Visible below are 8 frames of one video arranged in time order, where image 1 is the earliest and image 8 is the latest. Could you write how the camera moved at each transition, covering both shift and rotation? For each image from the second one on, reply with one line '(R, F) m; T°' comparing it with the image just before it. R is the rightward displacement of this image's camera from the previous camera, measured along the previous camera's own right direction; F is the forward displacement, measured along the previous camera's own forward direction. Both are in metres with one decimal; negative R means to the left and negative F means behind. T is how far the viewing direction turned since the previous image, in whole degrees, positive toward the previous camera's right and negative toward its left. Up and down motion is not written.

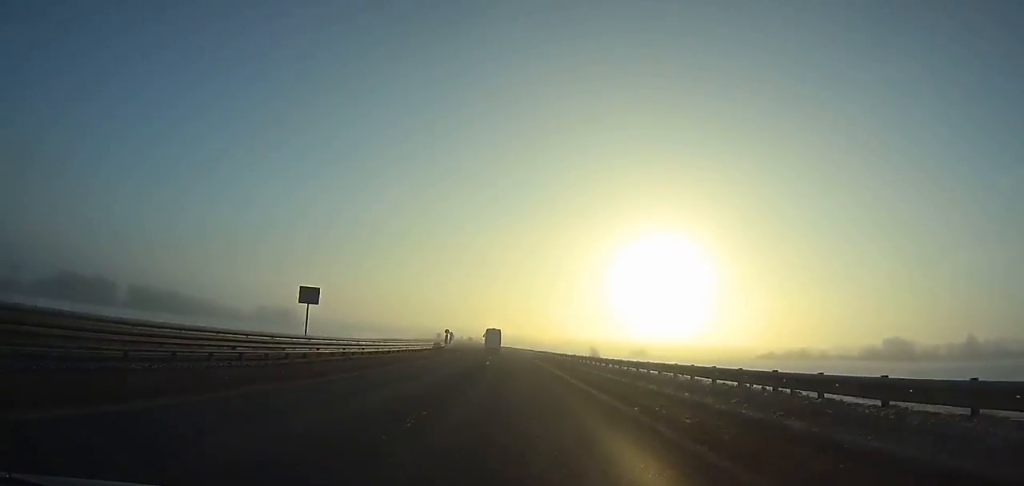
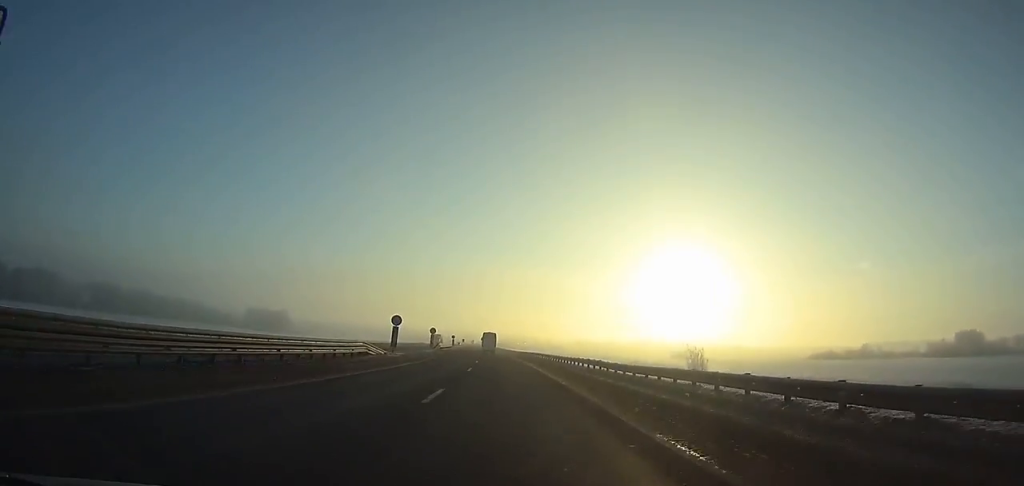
(-1.5, +58.8) m; -3°
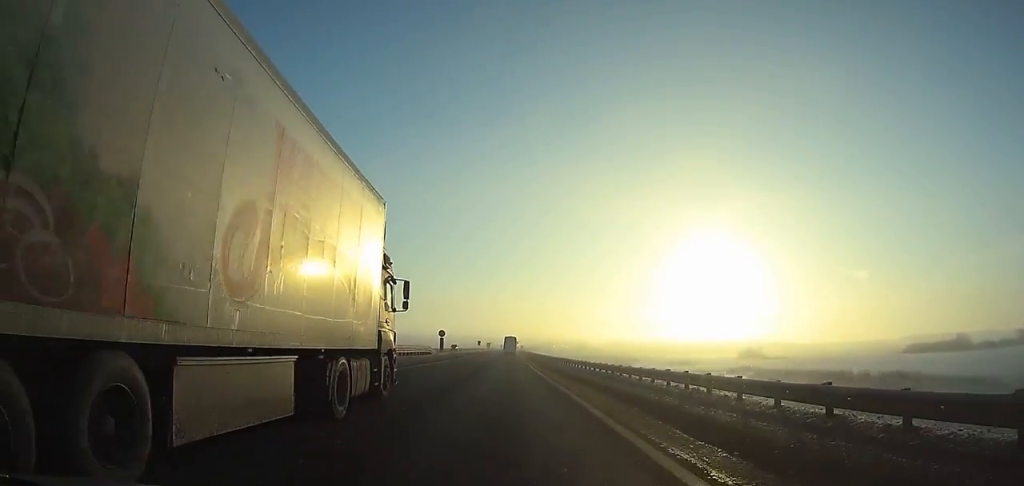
(-2.1, +72.4) m; -2°
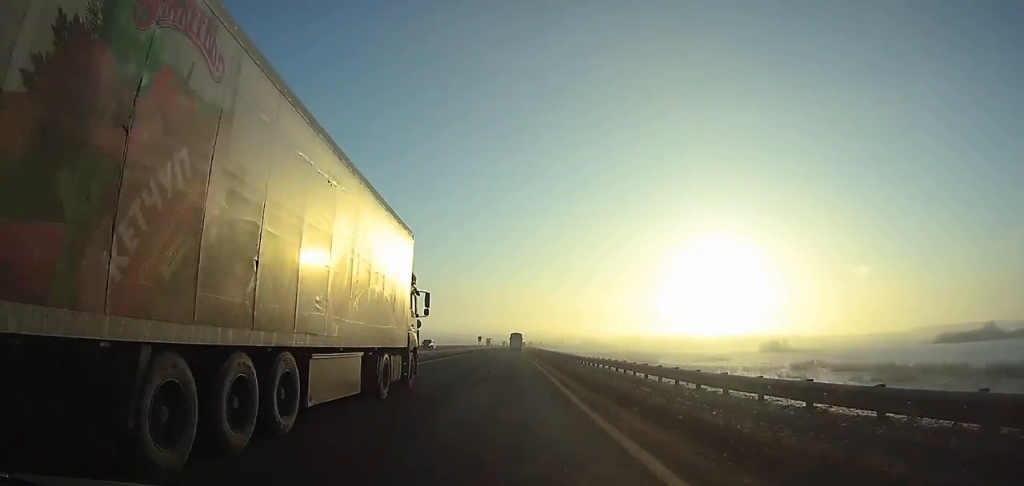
(-0.1, +23.4) m; 0°
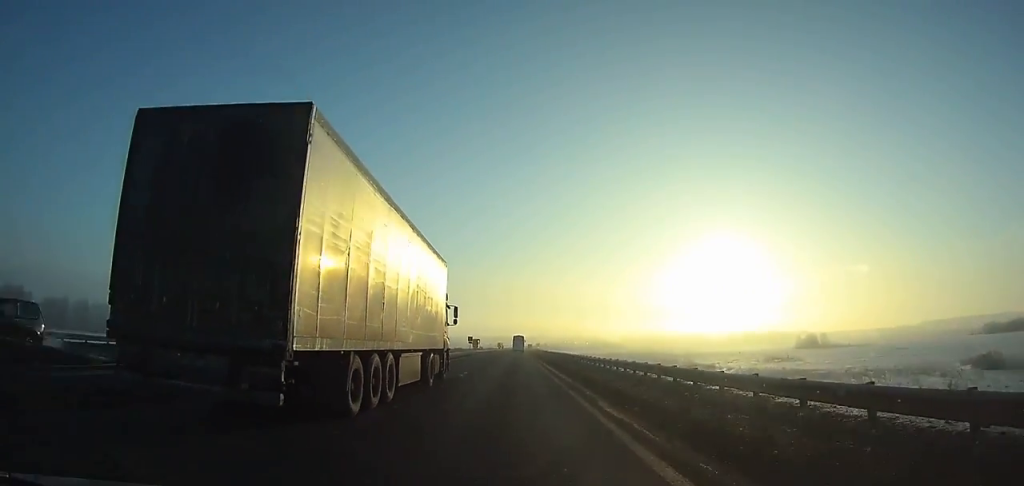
(-0.1, +37.0) m; 0°
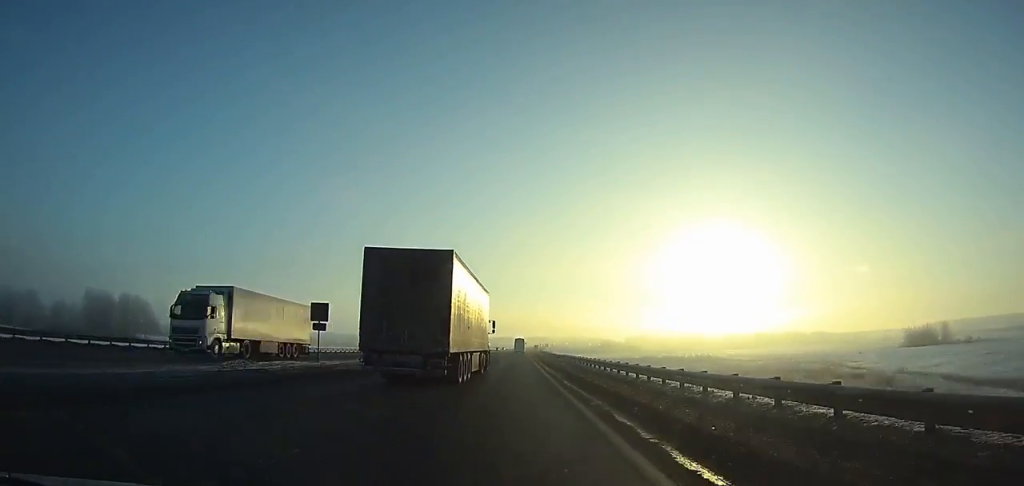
(0.0, +85.5) m; 0°
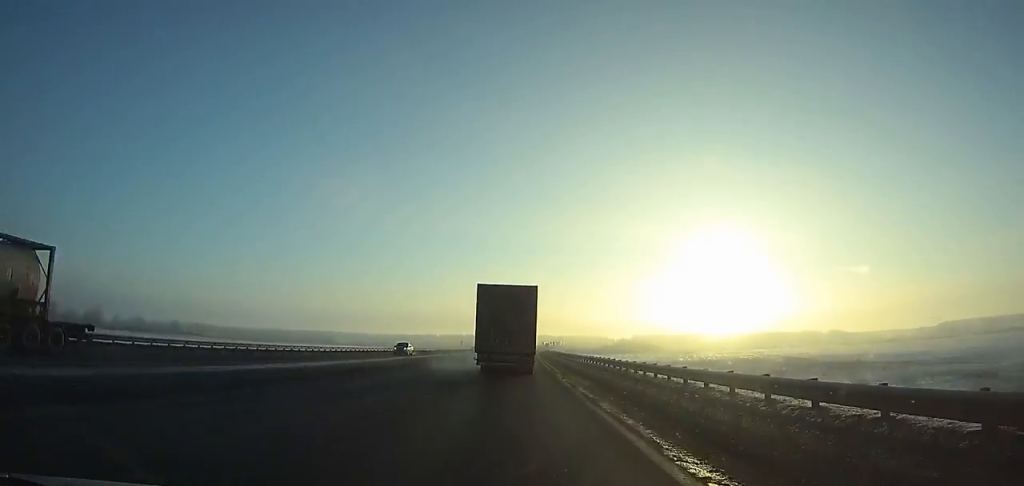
(+0.8, +71.6) m; +1°
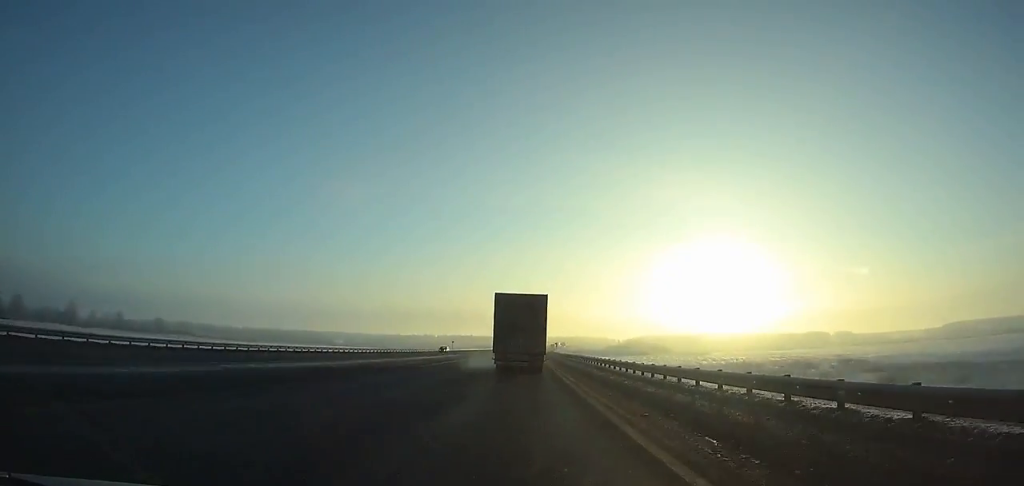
(0.0, +27.0) m; 0°
